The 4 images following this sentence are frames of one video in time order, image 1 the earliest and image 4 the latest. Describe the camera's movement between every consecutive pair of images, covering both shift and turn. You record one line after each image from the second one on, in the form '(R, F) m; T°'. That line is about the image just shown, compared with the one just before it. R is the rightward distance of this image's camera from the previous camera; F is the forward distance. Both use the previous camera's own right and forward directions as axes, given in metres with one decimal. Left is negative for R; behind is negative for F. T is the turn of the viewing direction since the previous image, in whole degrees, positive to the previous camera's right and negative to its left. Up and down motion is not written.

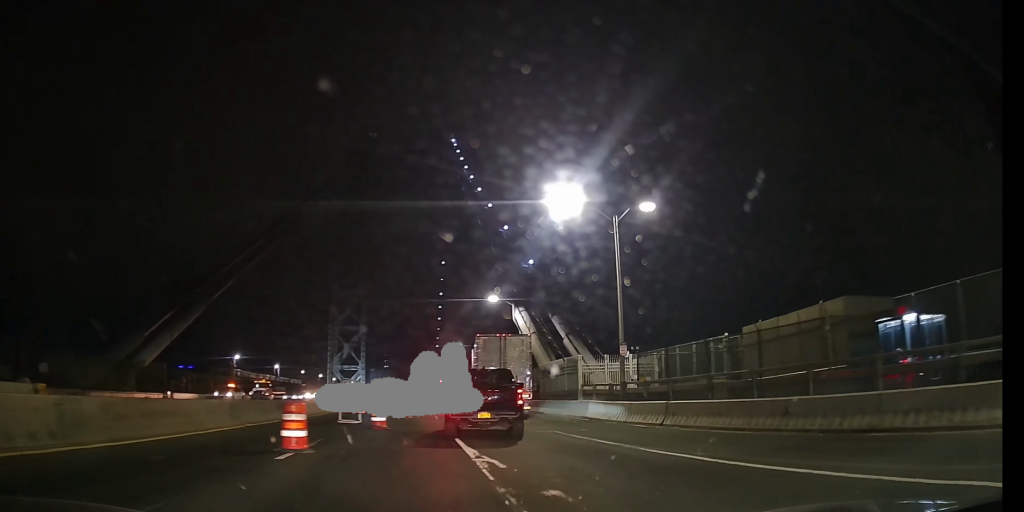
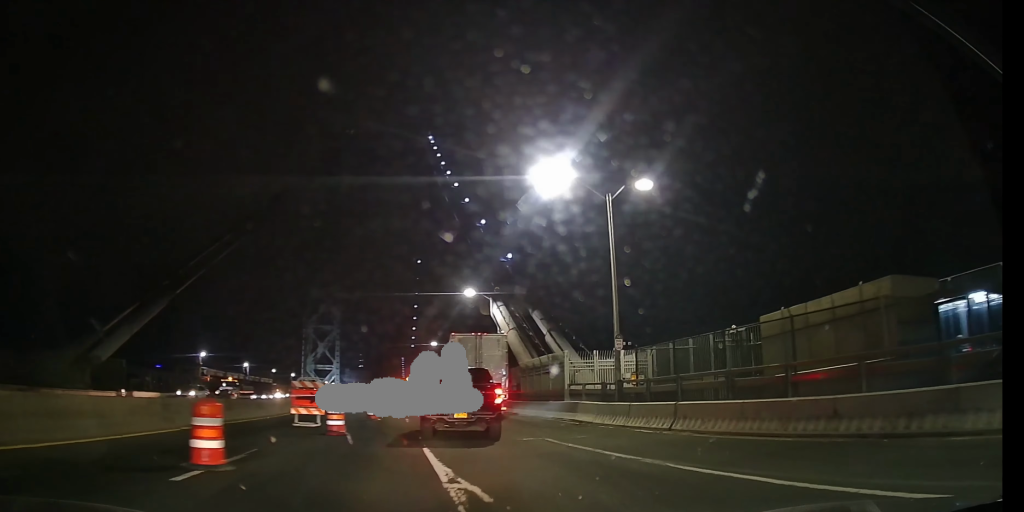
(0.0, +2.9) m; 0°
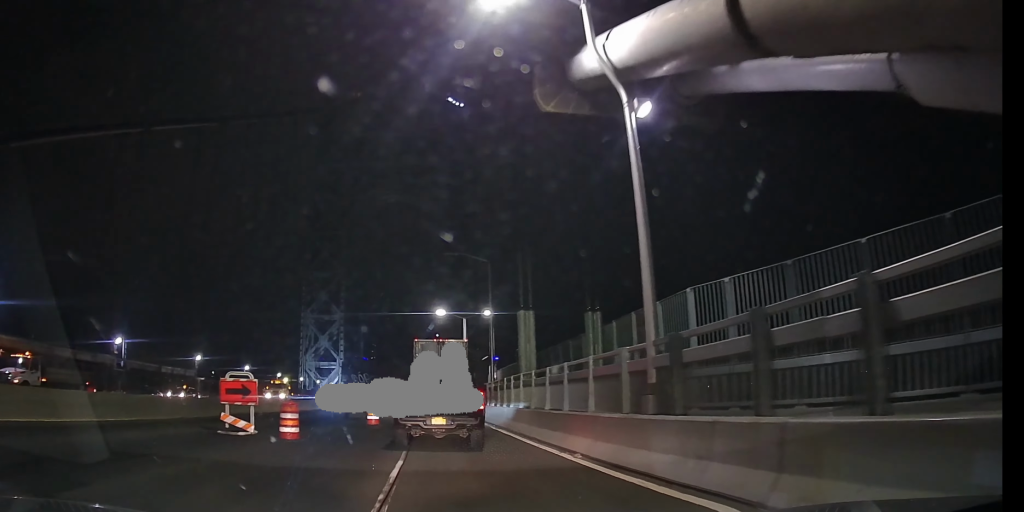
(+4.6, +37.8) m; +2°
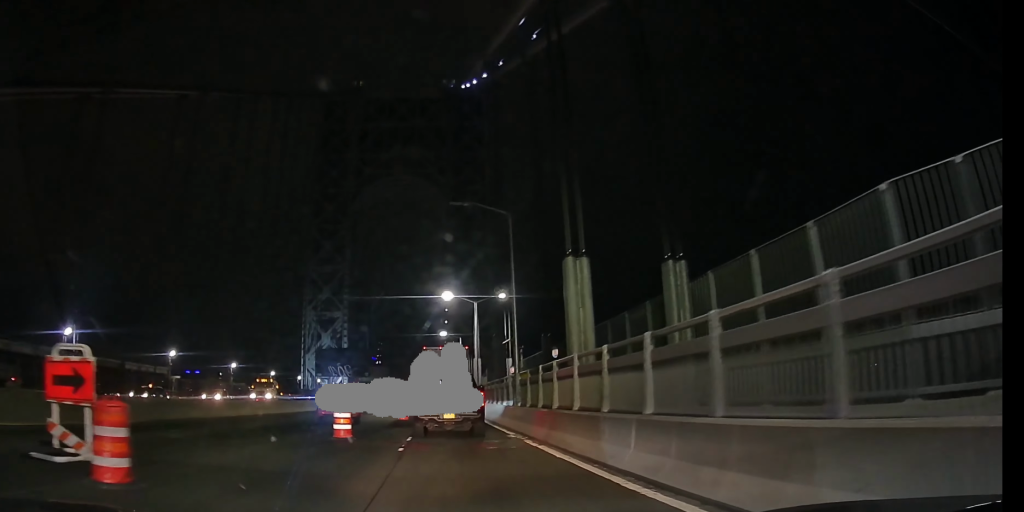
(+0.1, +7.7) m; +3°
